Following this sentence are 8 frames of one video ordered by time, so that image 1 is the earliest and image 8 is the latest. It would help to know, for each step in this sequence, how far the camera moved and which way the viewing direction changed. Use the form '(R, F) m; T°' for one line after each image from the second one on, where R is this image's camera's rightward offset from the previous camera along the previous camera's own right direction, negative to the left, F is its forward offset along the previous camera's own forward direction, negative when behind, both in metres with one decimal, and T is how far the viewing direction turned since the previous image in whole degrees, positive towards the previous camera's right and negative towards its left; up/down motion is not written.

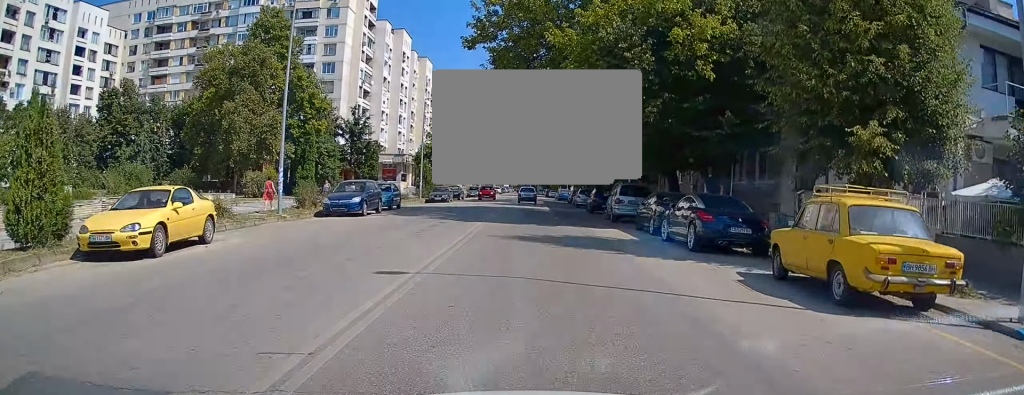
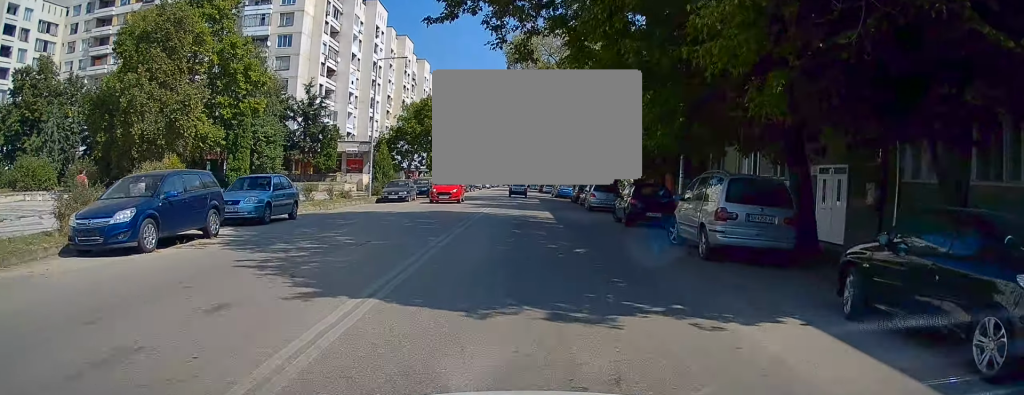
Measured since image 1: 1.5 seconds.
(+0.2, +16.4) m; +1°
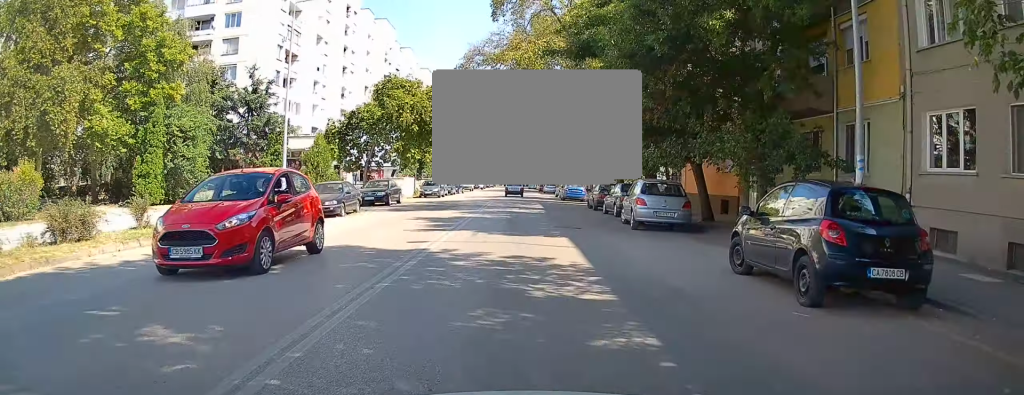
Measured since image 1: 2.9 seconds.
(+0.4, +15.1) m; +2°
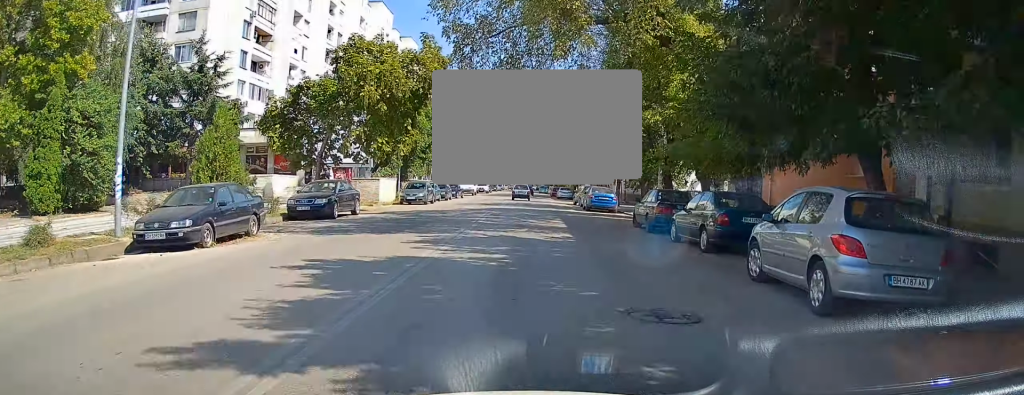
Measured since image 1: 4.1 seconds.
(0.0, +11.8) m; -2°
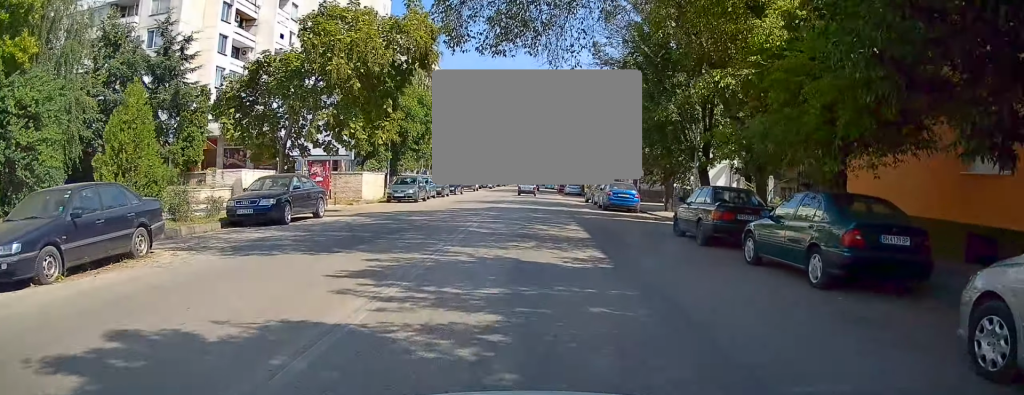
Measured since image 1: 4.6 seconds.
(-0.1, +5.3) m; -1°
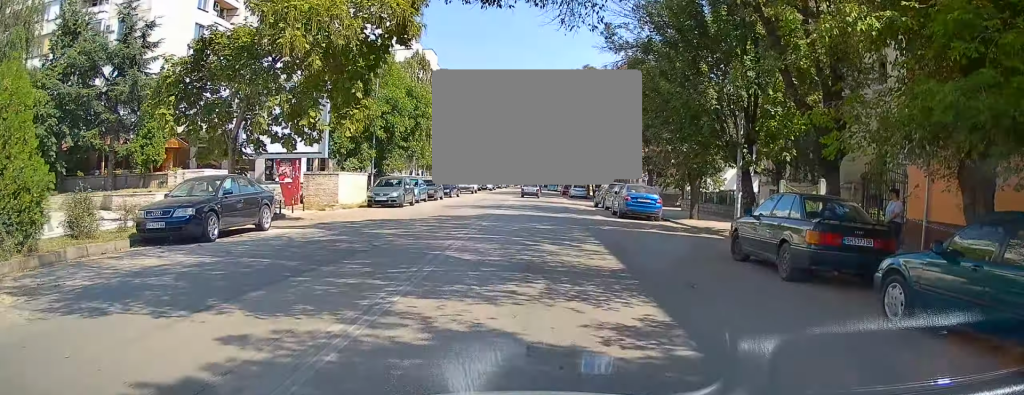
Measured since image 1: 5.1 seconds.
(0.0, +4.7) m; -1°
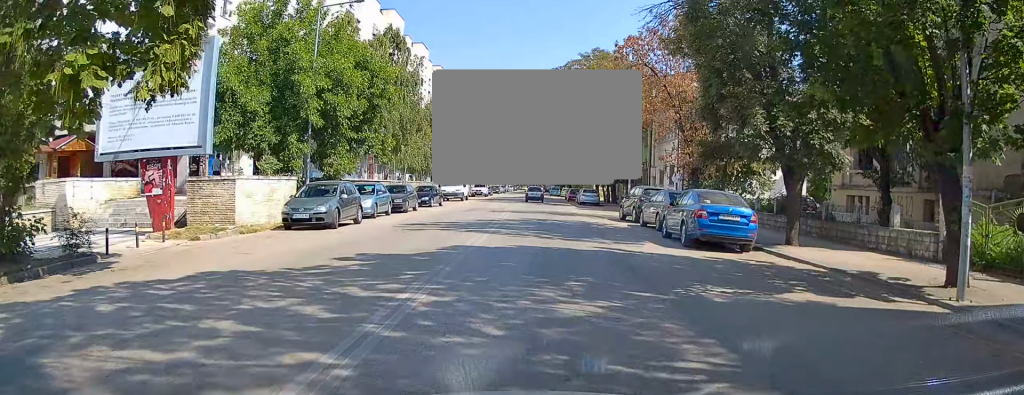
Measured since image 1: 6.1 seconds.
(-0.1, +10.9) m; 0°
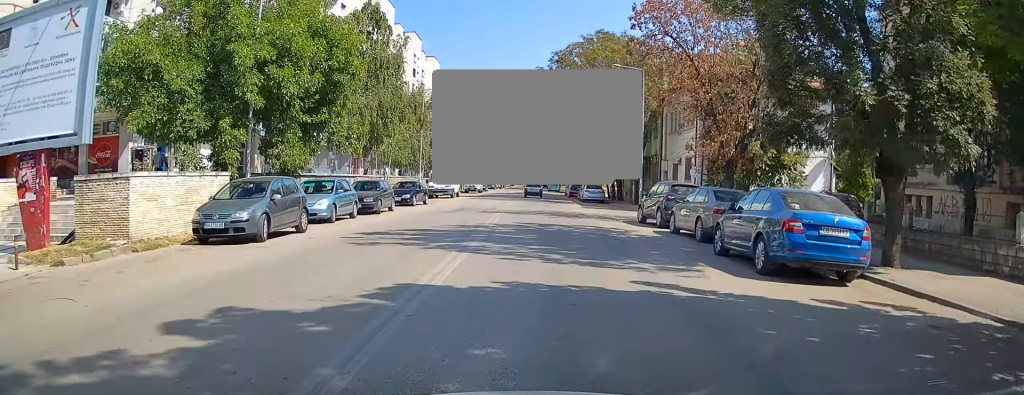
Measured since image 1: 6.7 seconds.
(0.0, +5.4) m; +1°
